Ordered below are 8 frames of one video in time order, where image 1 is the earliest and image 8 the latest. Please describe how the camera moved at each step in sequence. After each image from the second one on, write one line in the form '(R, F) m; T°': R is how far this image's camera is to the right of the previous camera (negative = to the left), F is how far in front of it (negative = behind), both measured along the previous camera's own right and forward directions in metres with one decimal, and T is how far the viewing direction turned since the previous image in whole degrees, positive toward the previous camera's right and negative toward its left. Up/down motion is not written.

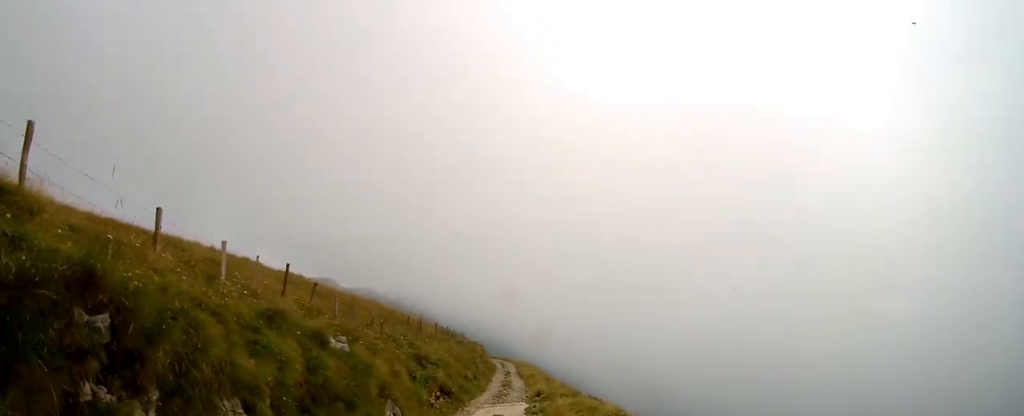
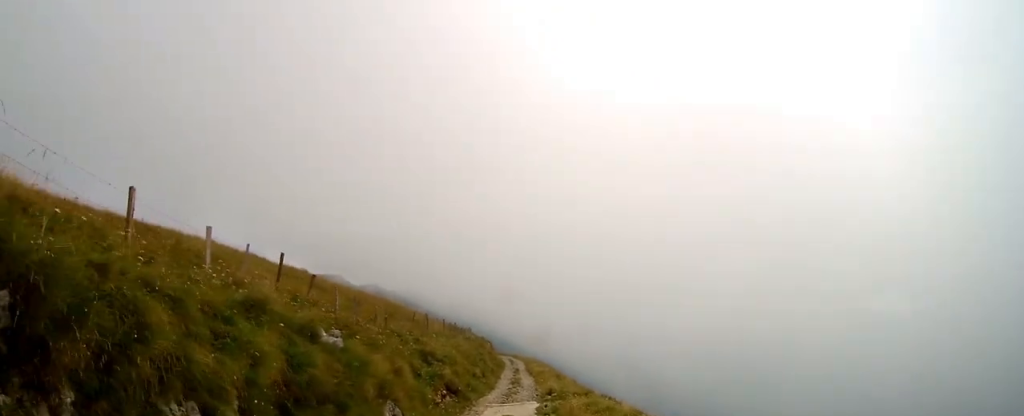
(0.0, +0.9) m; 0°
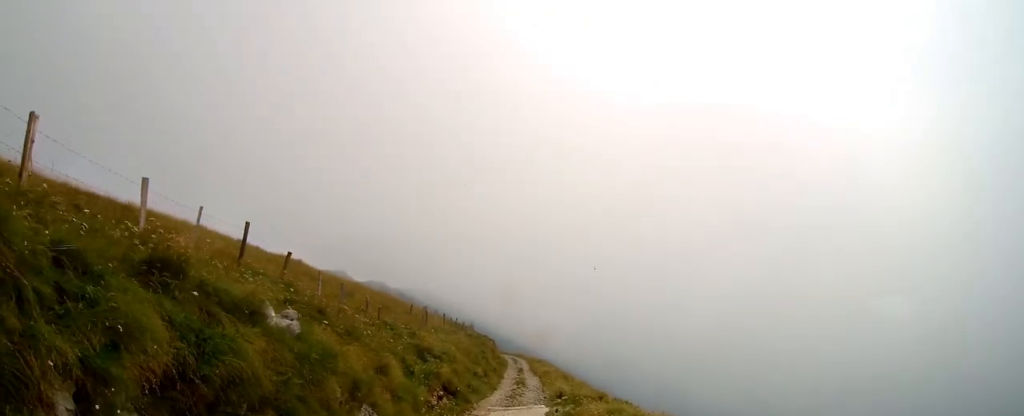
(0.0, +2.2) m; +2°
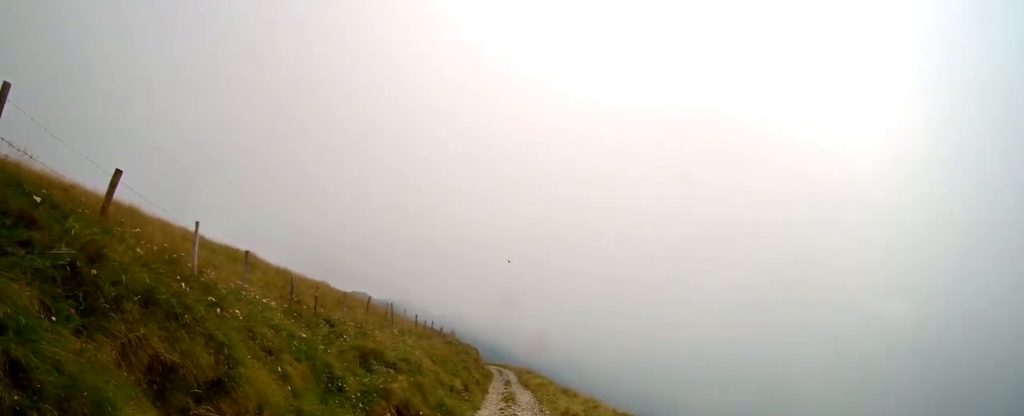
(+0.4, +7.0) m; +2°
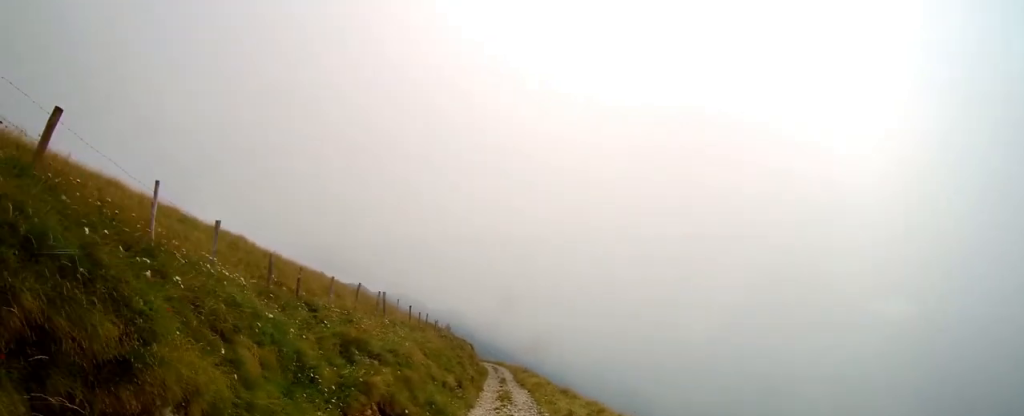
(0.0, +1.8) m; 0°
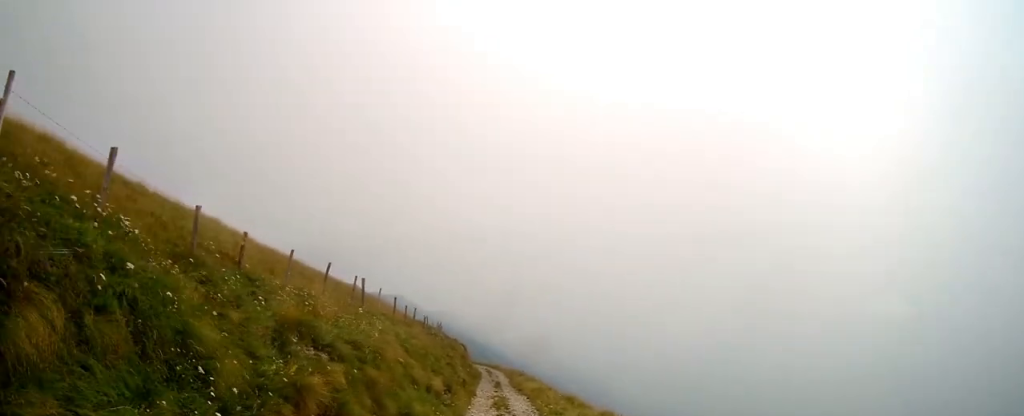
(0.0, +3.9) m; +1°
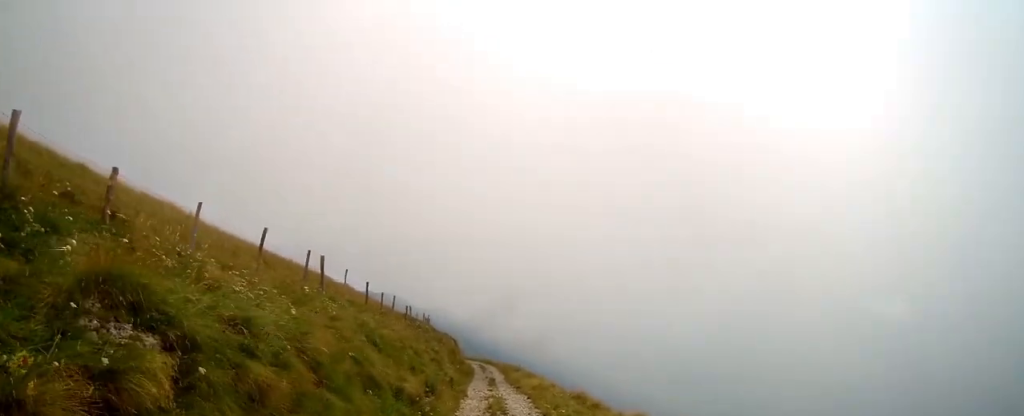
(0.0, +4.6) m; +2°
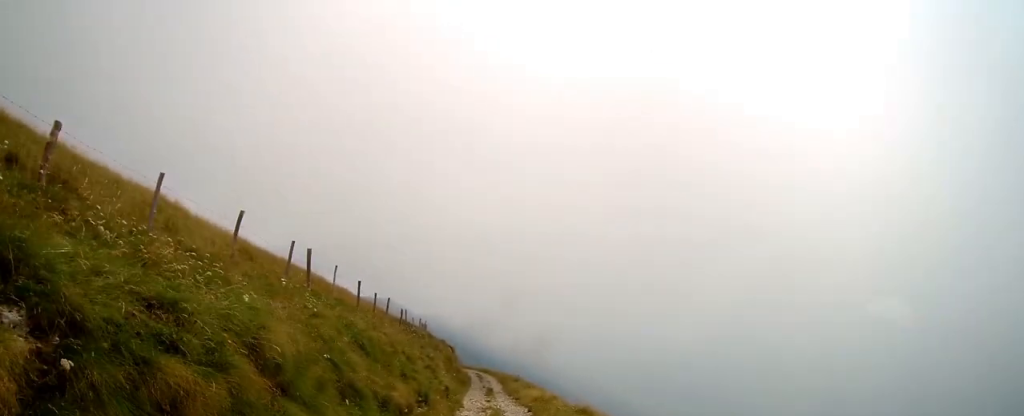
(0.0, +1.8) m; 0°
